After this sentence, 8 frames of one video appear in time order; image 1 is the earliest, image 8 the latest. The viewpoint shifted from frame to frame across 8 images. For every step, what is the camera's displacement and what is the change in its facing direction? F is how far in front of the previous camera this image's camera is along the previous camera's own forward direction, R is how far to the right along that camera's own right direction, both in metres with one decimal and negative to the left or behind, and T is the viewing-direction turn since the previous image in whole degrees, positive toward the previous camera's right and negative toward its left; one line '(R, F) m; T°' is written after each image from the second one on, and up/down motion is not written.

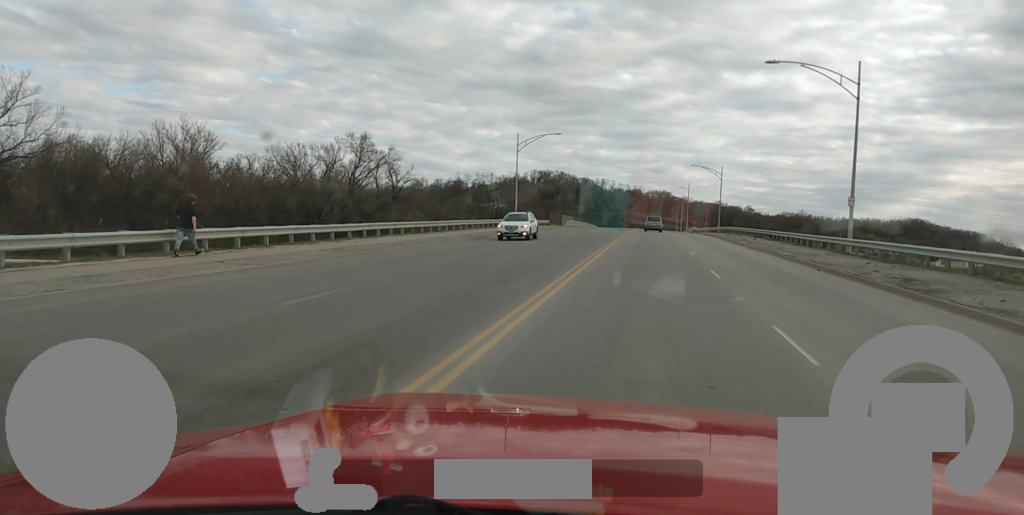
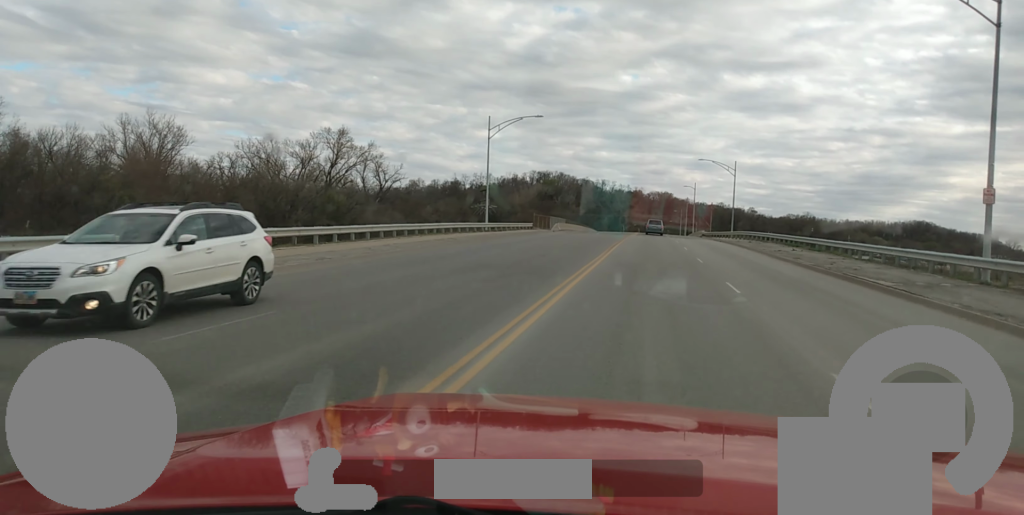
(0.0, +14.7) m; 0°
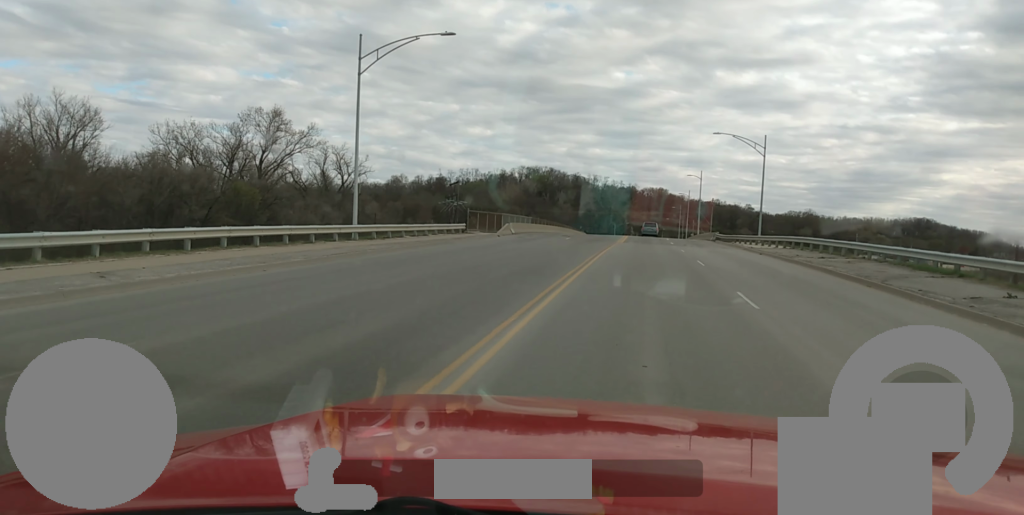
(0.0, +26.9) m; 0°
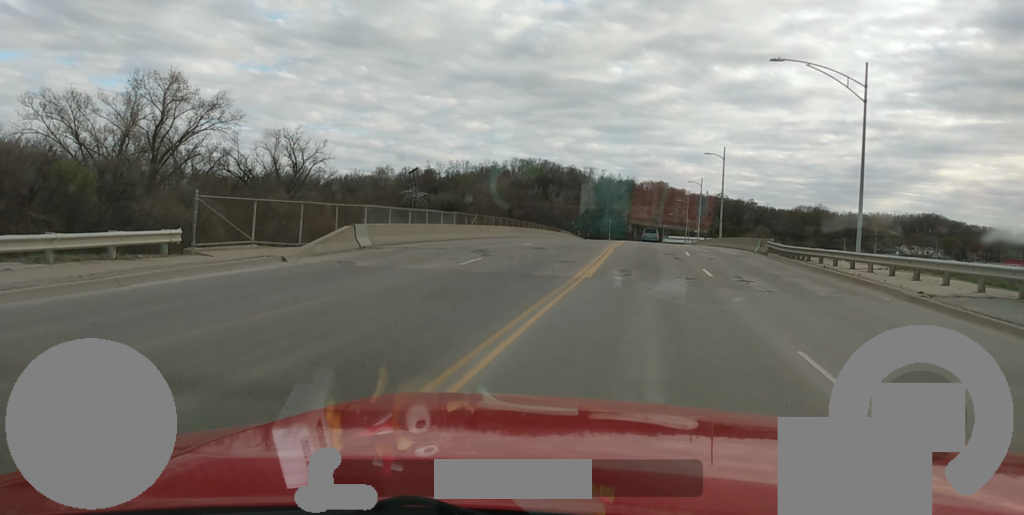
(0.0, +31.0) m; +1°
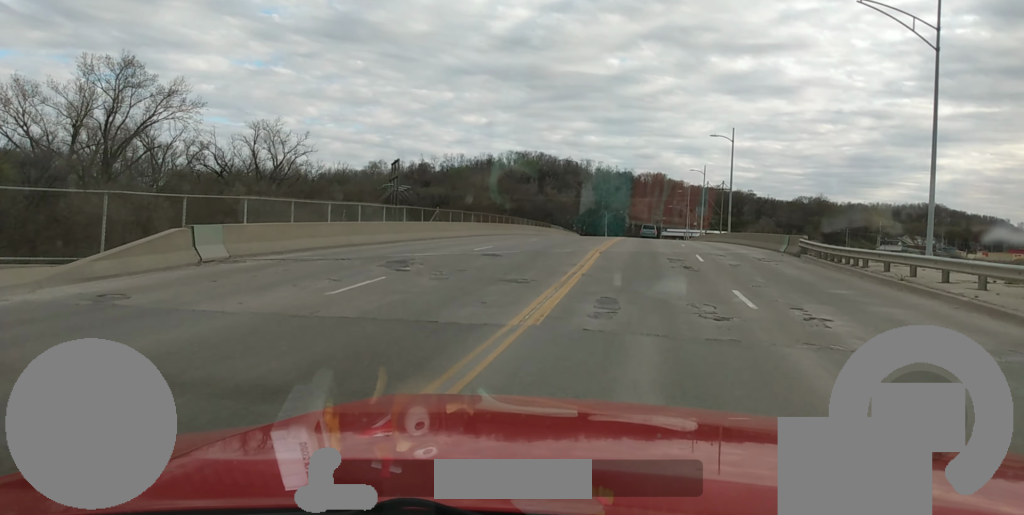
(+0.1, +9.8) m; +1°
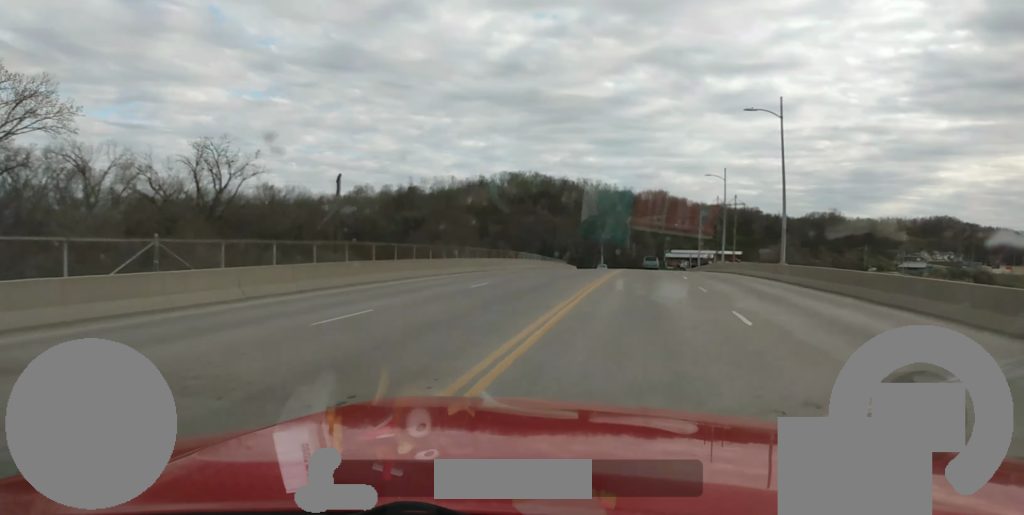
(-0.1, +25.4) m; 0°
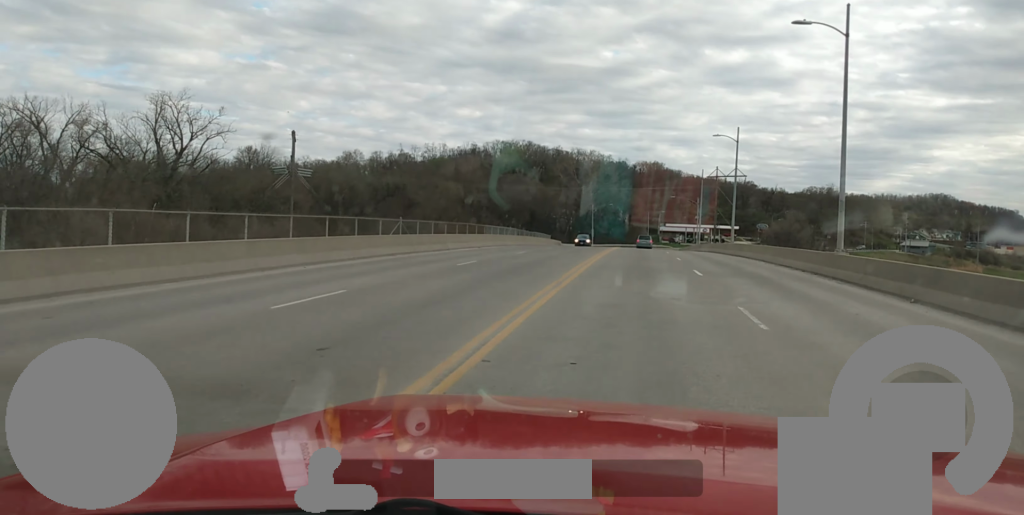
(0.0, +14.2) m; 0°
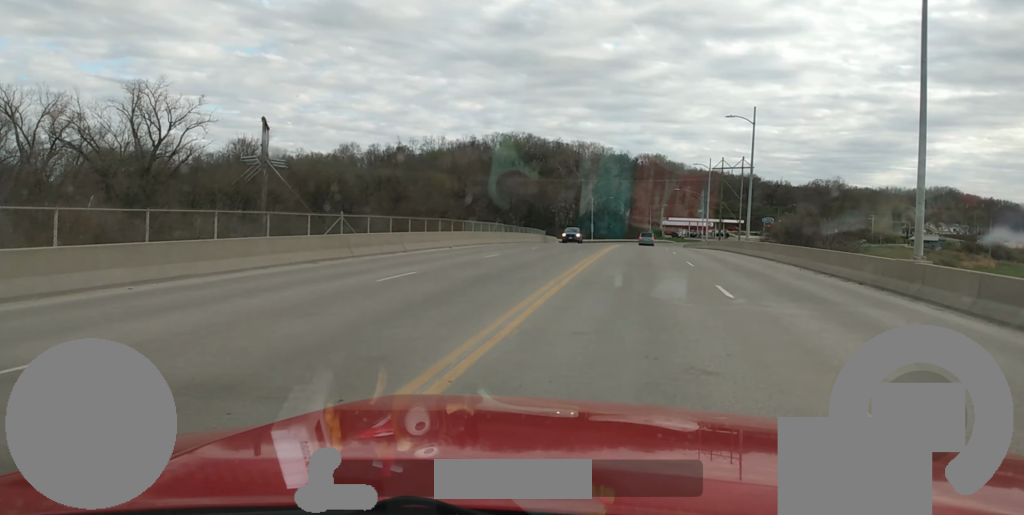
(+0.2, +8.1) m; 0°
